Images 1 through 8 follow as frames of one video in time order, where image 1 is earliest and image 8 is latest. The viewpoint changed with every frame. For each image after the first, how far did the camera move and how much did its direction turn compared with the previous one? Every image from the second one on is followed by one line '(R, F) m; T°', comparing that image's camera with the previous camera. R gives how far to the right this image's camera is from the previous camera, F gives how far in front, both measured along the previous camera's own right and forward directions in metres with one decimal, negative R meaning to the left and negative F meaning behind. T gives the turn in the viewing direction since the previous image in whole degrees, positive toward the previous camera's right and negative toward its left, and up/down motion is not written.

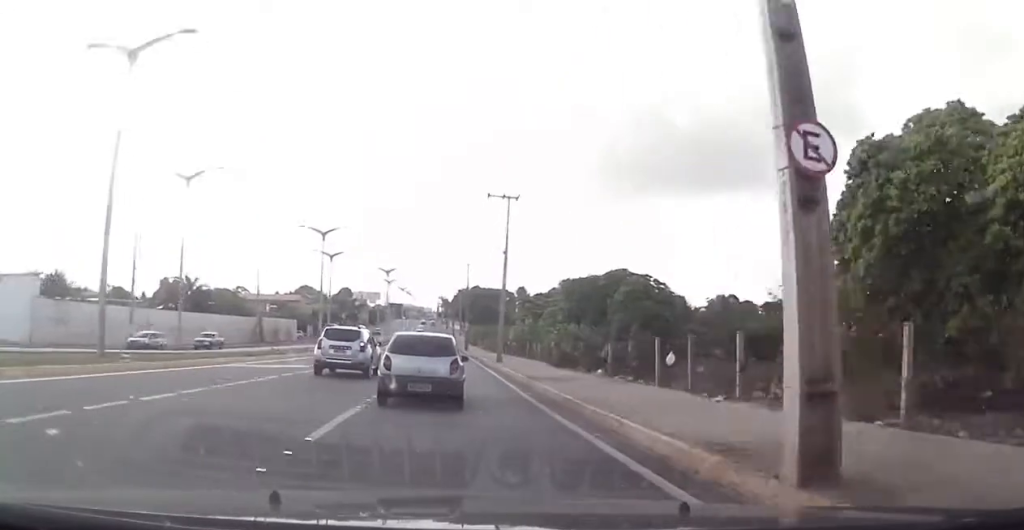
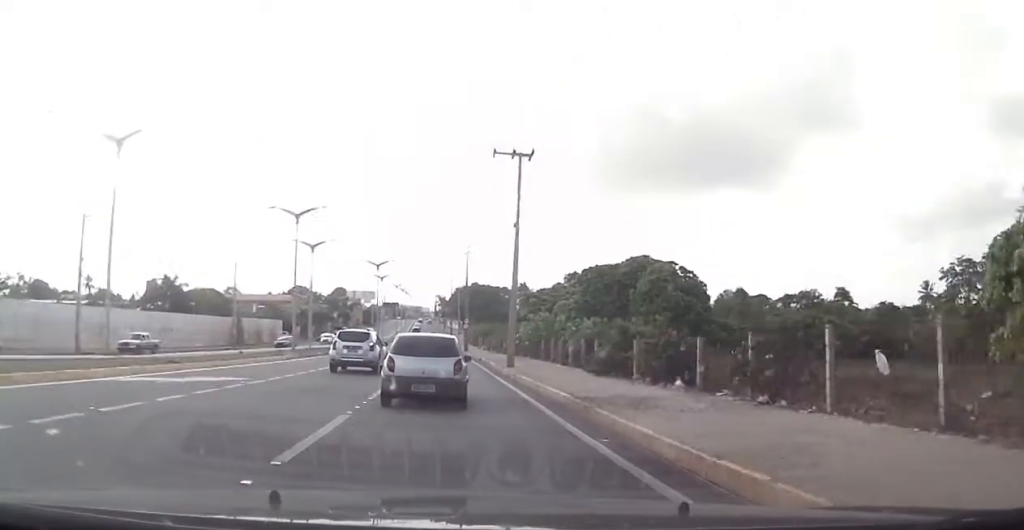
(0.0, +9.2) m; 0°
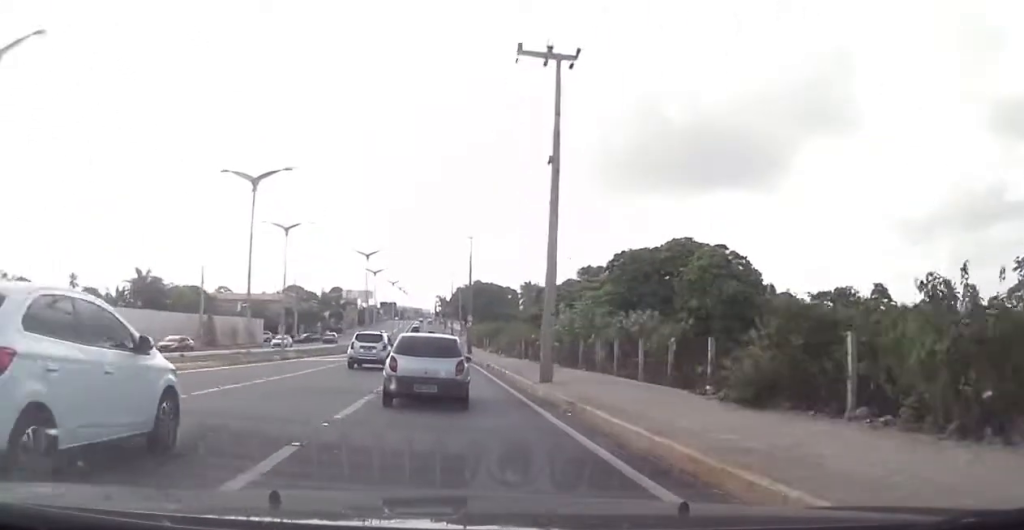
(0.0, +11.8) m; 0°
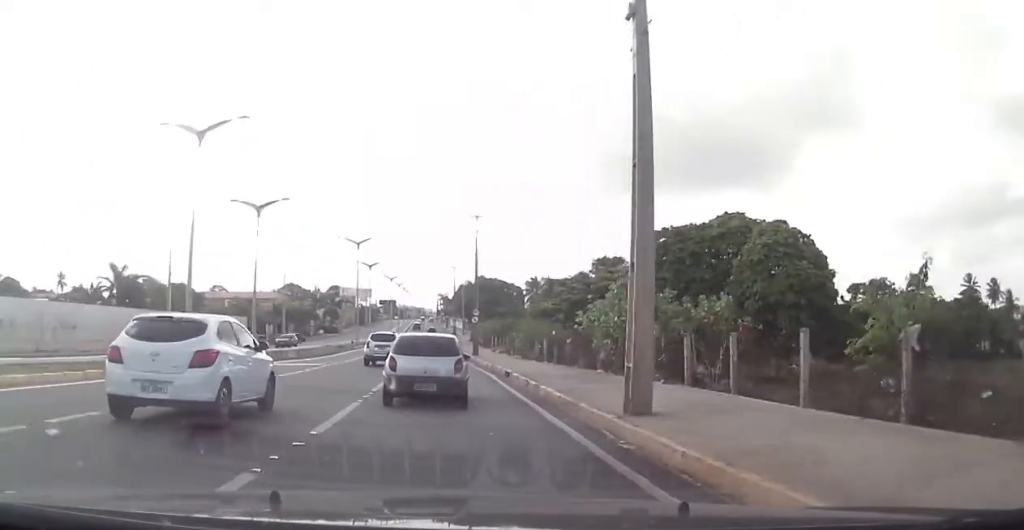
(0.0, +9.5) m; 0°
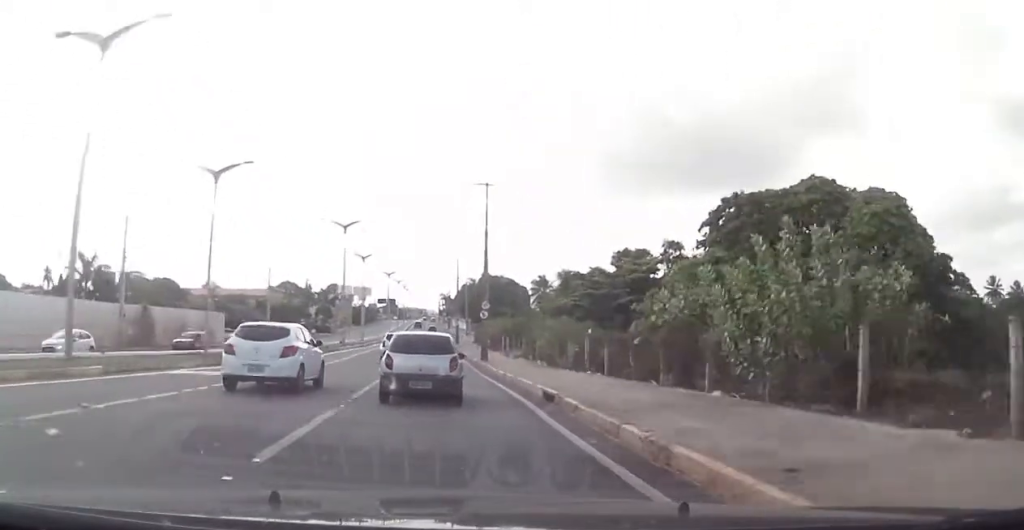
(0.0, +10.4) m; 0°
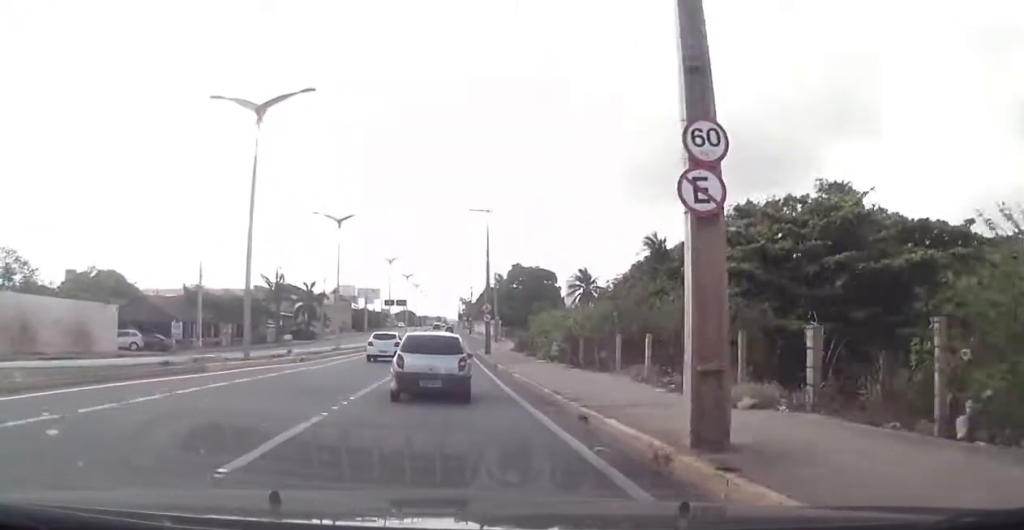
(0.0, +32.3) m; 0°
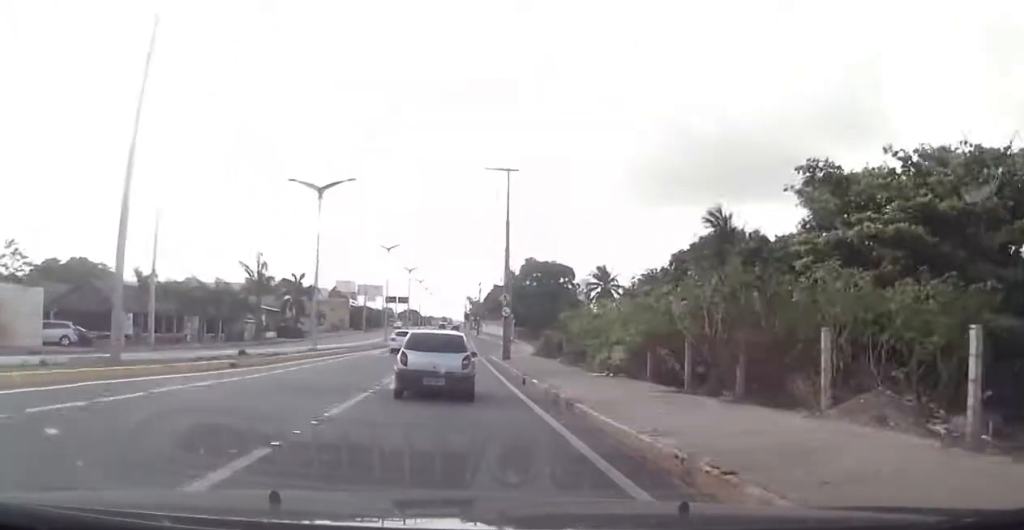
(0.0, +11.6) m; -2°
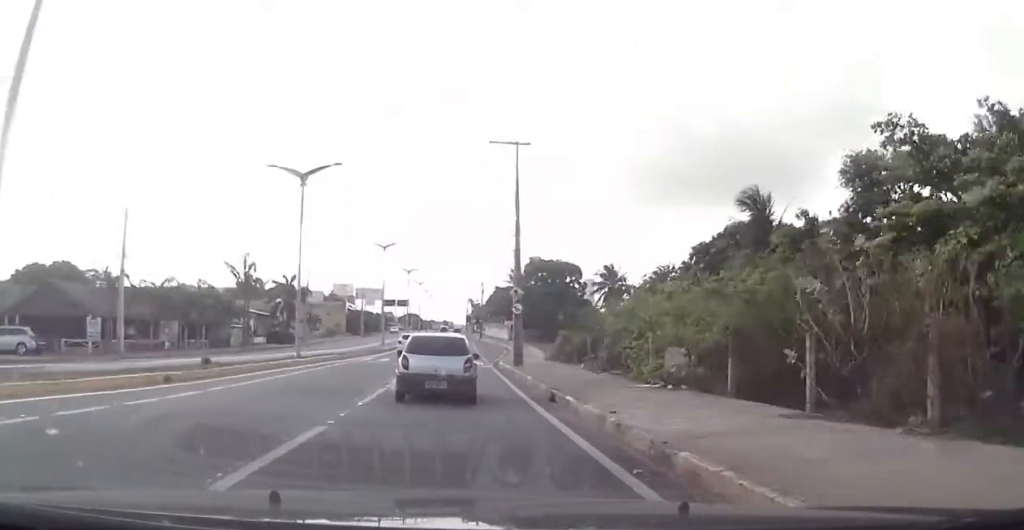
(0.0, +5.3) m; -1°
